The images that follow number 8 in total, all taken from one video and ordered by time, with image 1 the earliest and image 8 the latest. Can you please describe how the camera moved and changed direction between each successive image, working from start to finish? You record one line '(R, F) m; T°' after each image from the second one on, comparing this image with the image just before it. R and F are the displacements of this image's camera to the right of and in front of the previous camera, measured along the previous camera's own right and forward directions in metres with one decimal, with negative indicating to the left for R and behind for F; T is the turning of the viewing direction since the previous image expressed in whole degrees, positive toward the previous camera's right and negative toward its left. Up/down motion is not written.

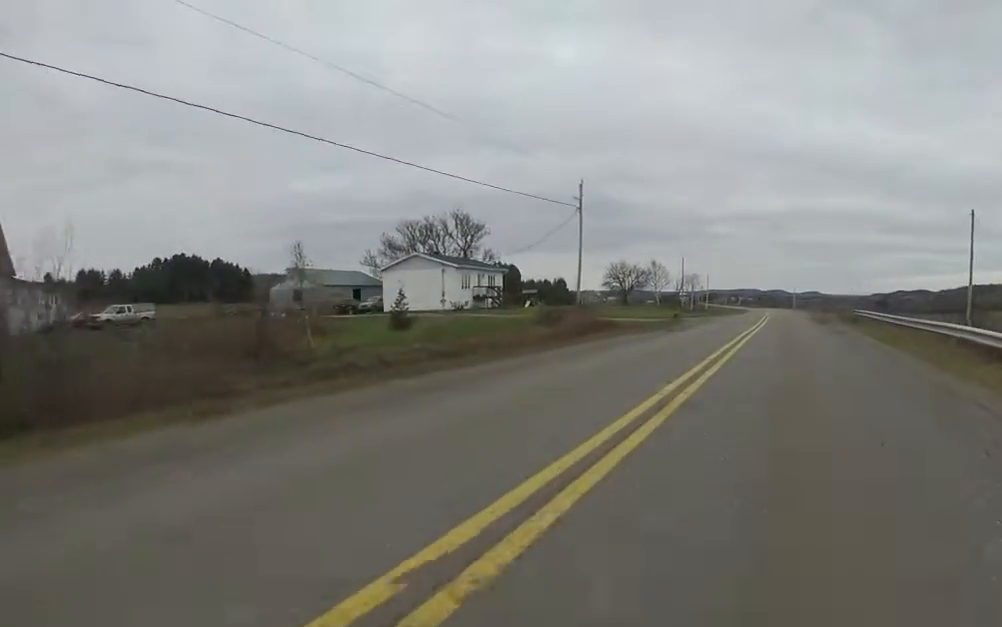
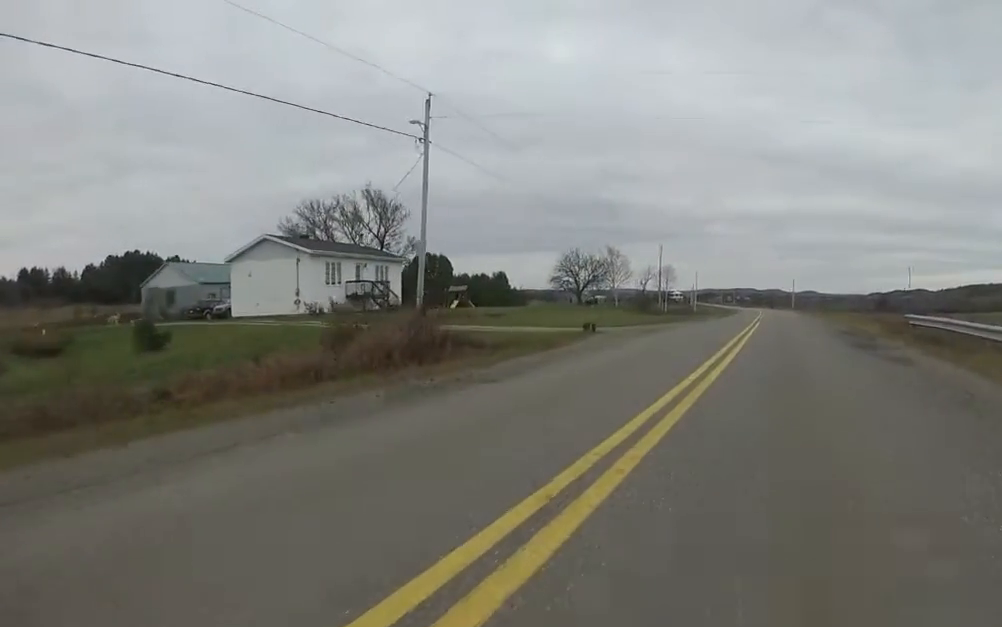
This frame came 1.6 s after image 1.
(-0.4, +17.4) m; -3°
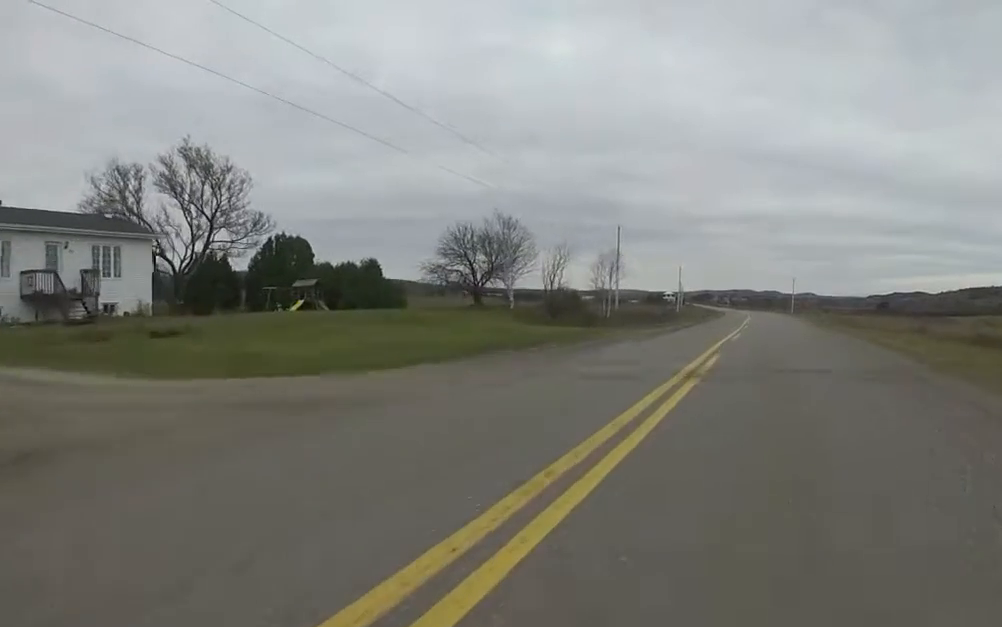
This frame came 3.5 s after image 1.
(-0.1, +20.6) m; 0°
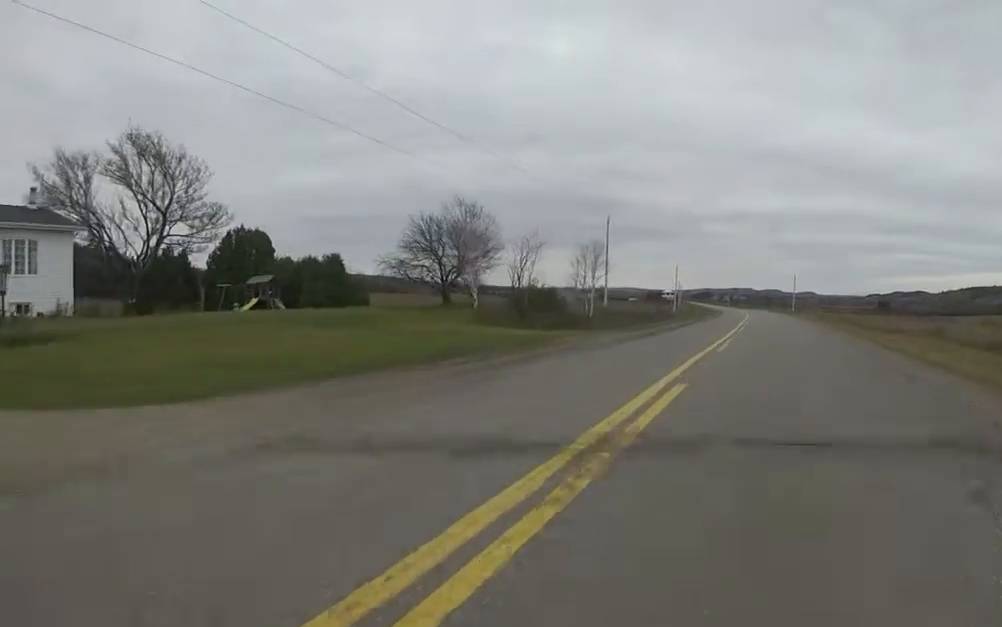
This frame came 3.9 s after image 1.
(0.0, +4.1) m; 0°
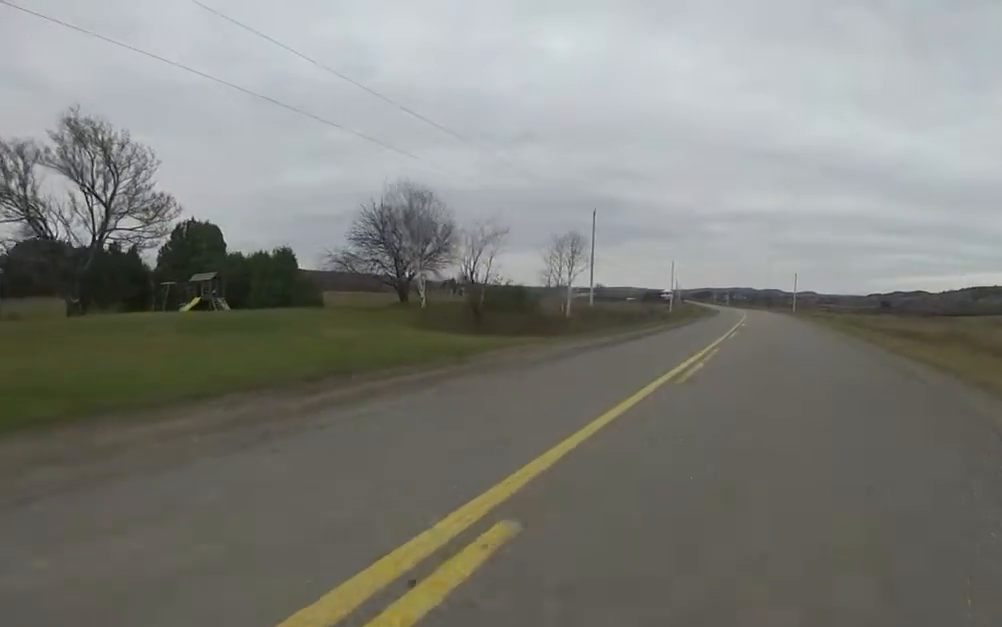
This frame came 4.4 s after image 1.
(0.0, +4.4) m; 0°
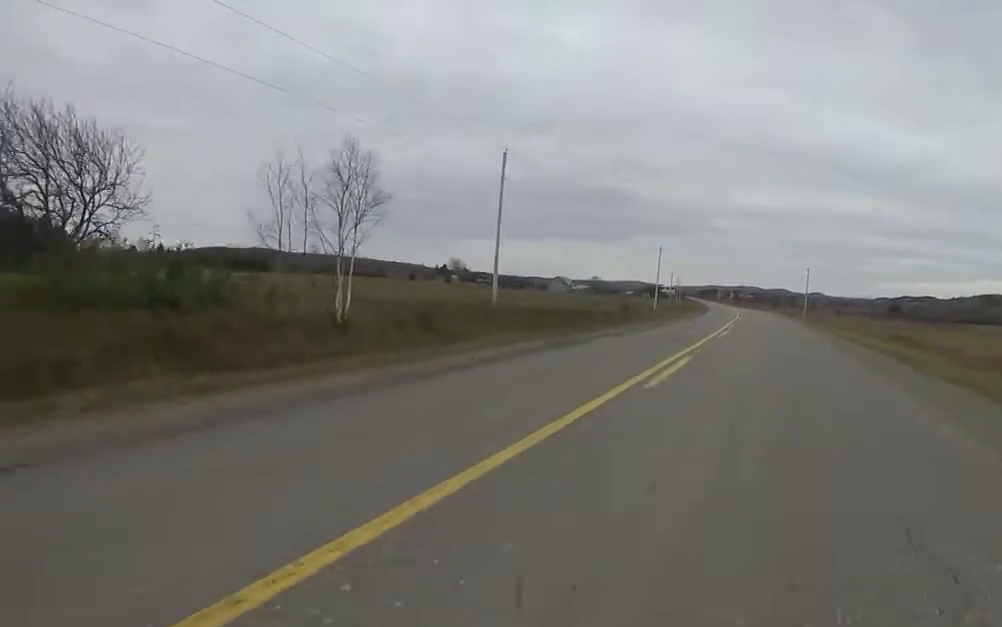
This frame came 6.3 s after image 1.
(0.0, +19.3) m; 0°
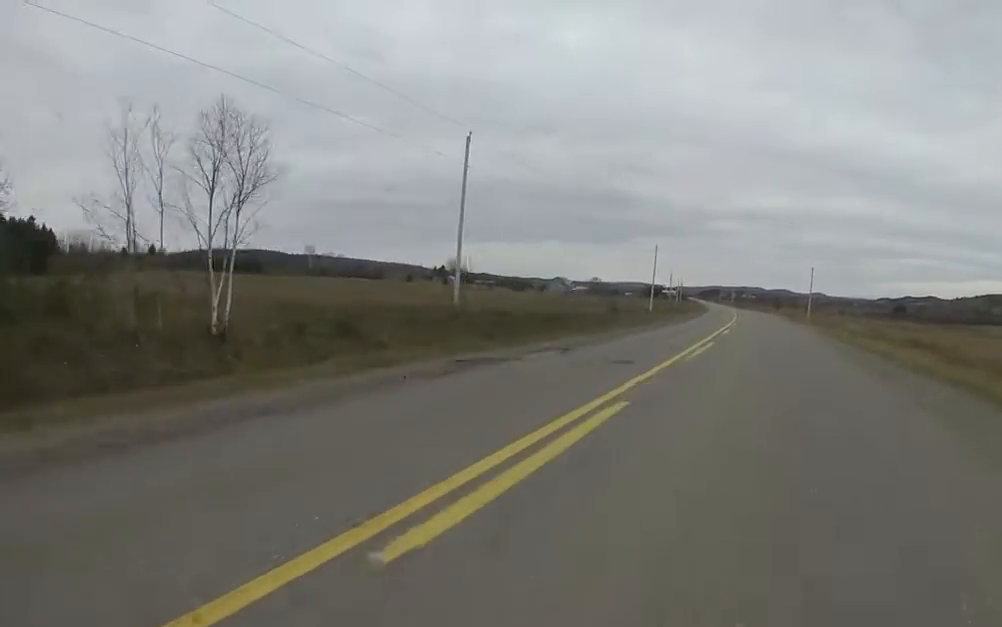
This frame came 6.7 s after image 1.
(0.0, +4.4) m; -1°
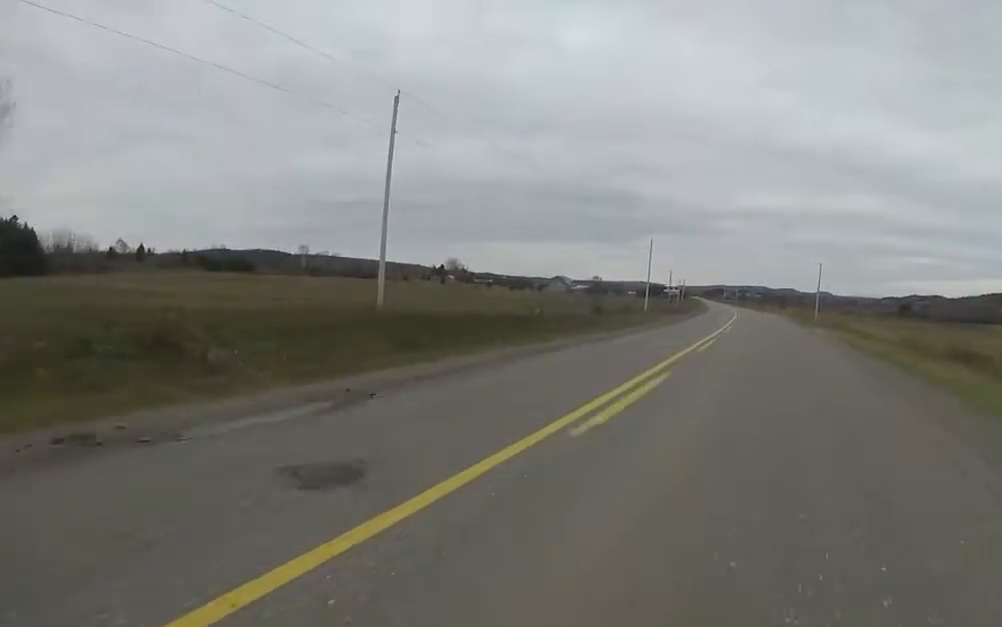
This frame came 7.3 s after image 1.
(+0.1, +6.5) m; -2°
